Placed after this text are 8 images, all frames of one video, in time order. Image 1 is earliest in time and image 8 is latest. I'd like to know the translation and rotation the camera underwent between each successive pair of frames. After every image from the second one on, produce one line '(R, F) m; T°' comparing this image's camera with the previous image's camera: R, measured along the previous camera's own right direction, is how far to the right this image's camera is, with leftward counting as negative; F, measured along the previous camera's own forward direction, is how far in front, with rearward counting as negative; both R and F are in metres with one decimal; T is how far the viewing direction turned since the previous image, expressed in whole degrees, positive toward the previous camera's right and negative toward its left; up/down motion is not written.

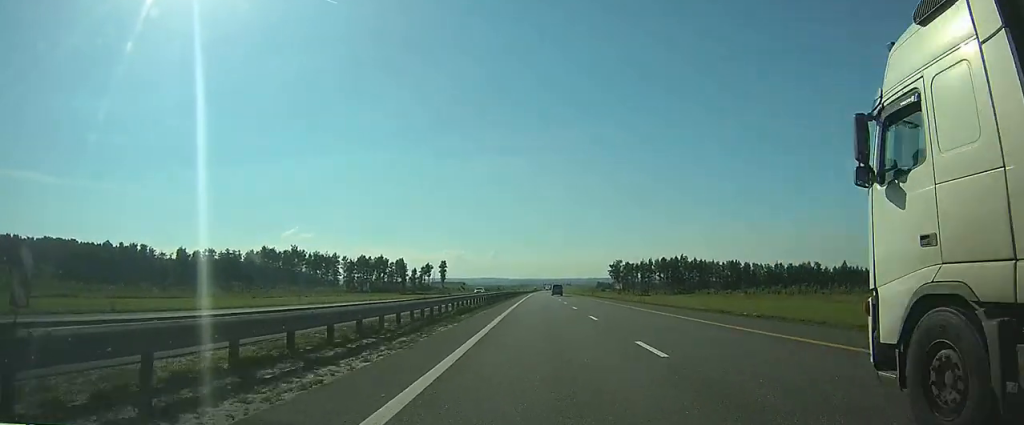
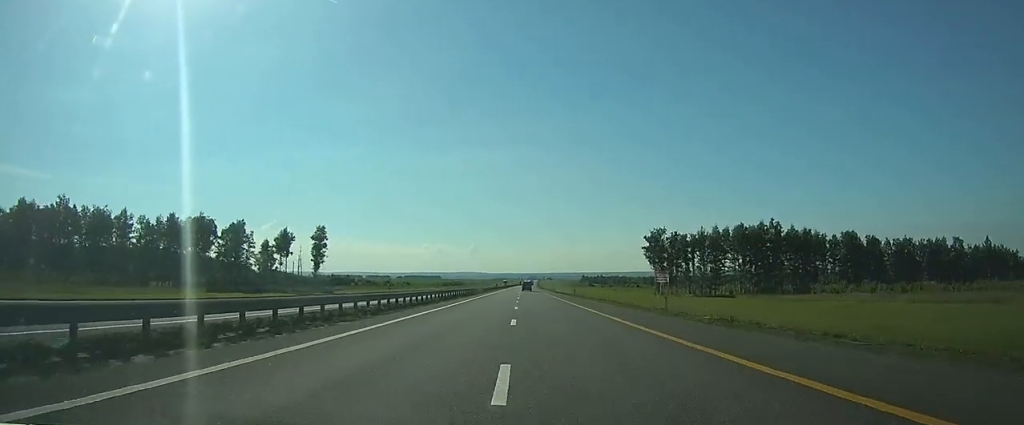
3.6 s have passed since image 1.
(+2.1, +123.5) m; +2°
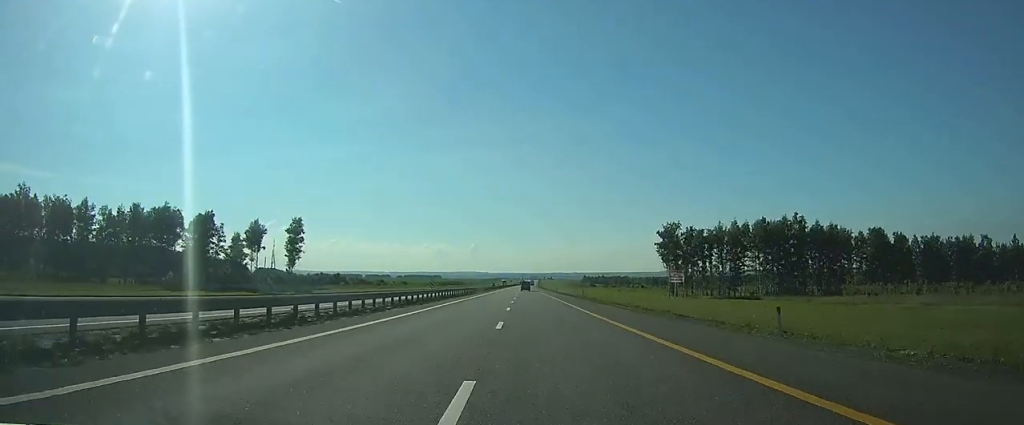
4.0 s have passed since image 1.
(0.0, +13.6) m; 0°
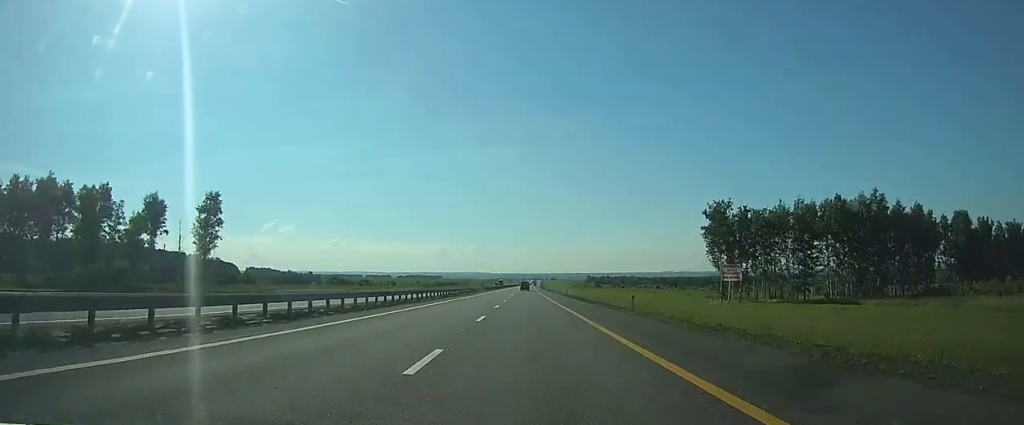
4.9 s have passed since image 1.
(0.0, +32.6) m; 0°
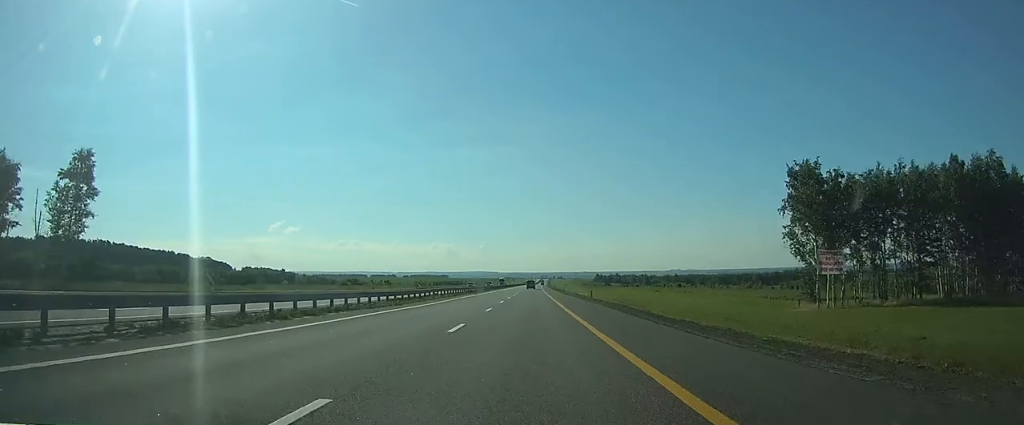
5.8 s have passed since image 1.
(-0.1, +29.0) m; 0°
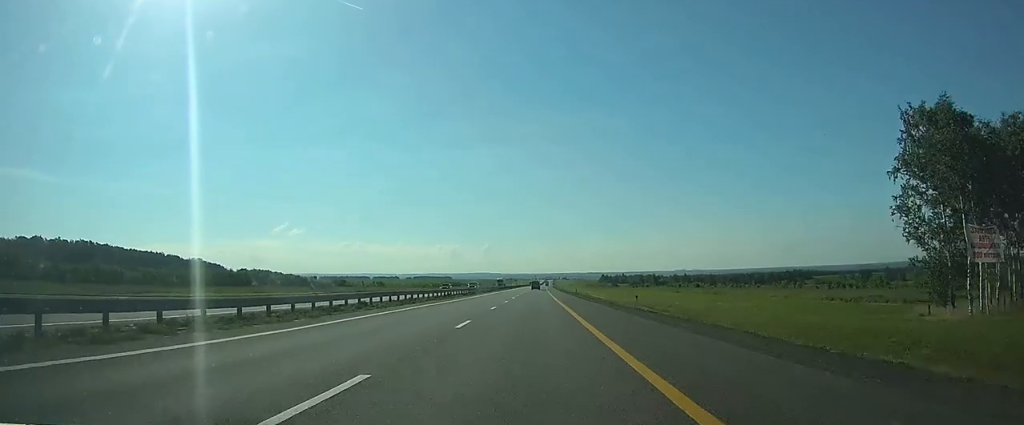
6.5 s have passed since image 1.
(0.0, +22.1) m; 0°
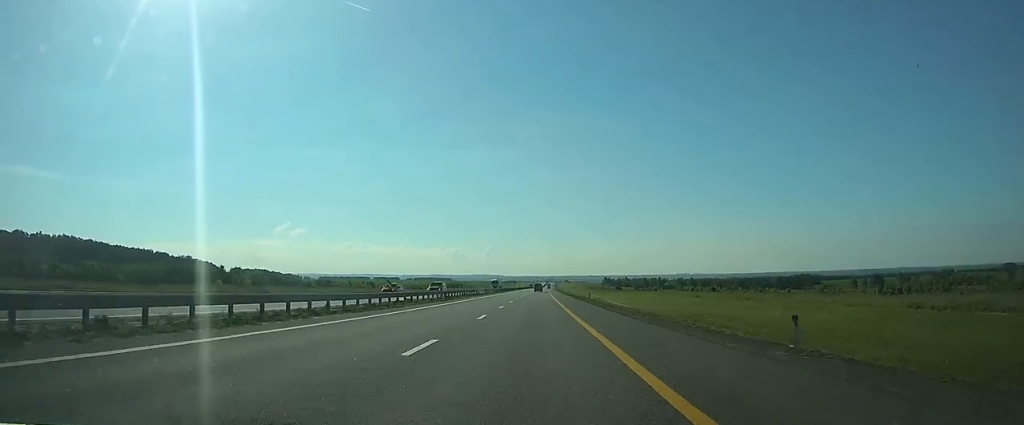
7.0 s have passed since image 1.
(-0.1, +18.6) m; 0°
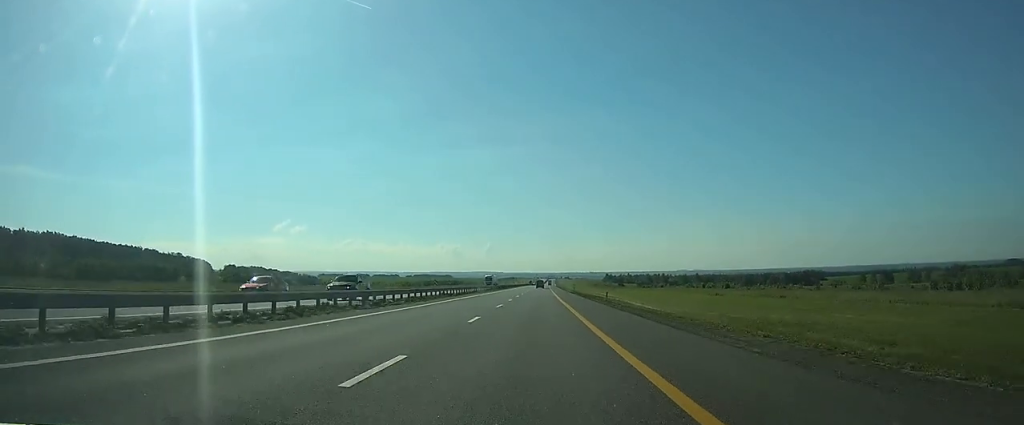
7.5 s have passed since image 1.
(0.0, +15.3) m; 0°
